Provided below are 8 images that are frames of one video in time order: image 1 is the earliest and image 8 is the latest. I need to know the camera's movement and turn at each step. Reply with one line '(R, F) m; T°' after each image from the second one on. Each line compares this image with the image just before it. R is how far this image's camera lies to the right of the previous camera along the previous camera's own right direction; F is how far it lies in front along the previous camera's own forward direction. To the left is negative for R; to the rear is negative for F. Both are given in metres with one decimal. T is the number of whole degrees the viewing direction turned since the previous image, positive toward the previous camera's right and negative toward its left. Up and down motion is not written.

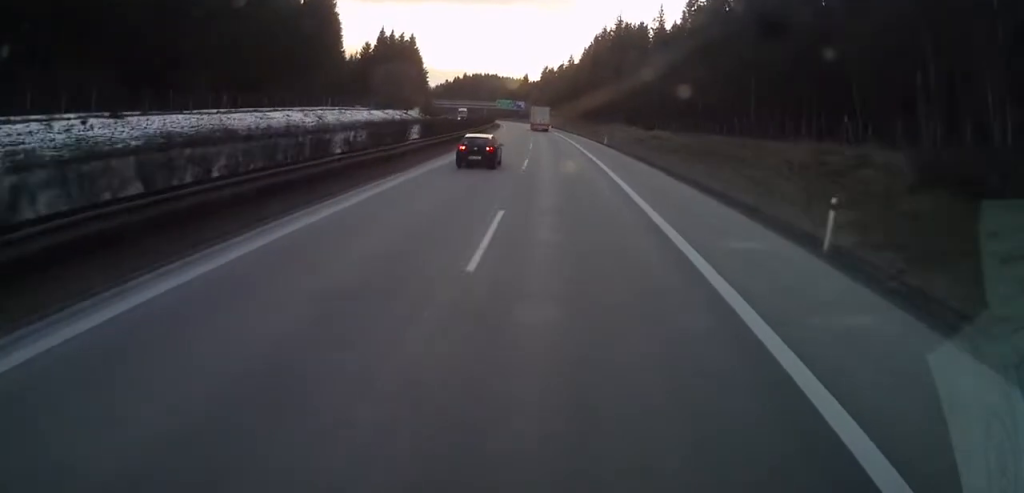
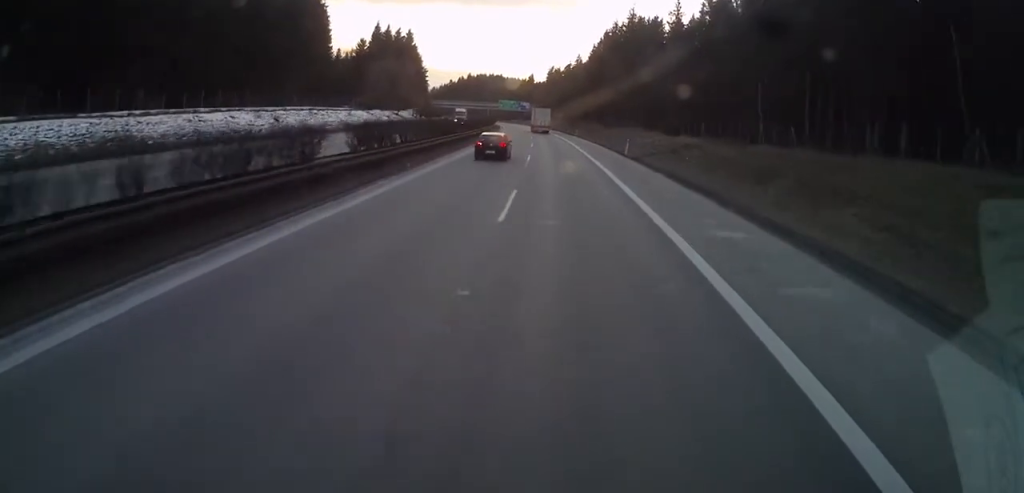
(-0.1, +13.3) m; -1°
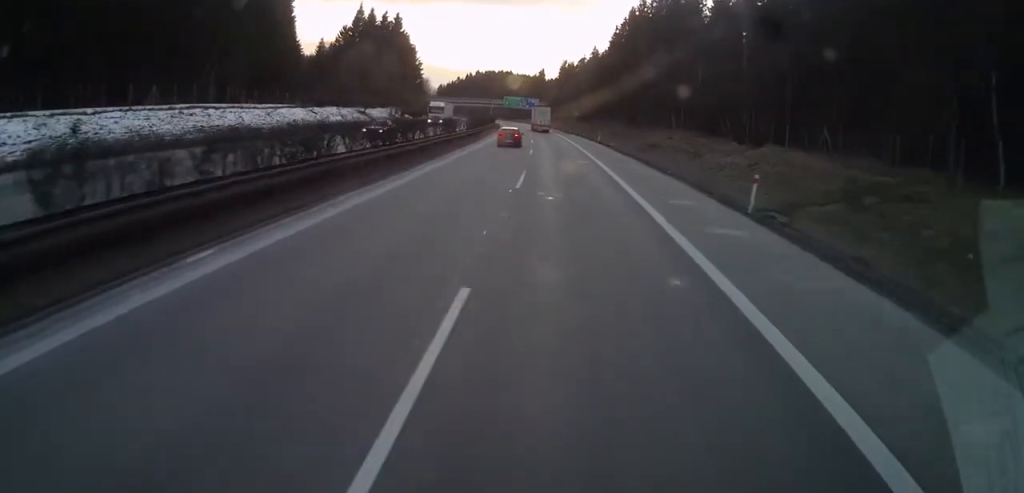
(-0.5, +29.8) m; -2°
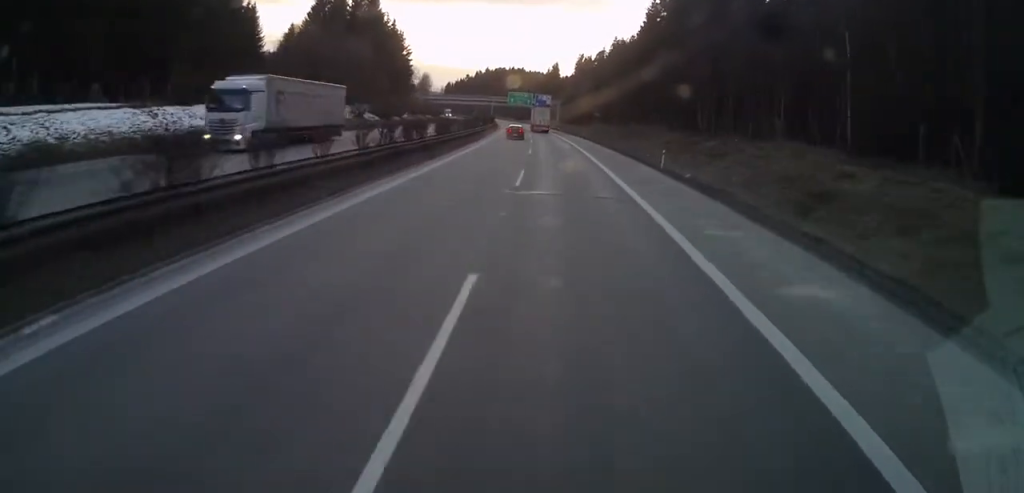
(-0.5, +35.4) m; -2°
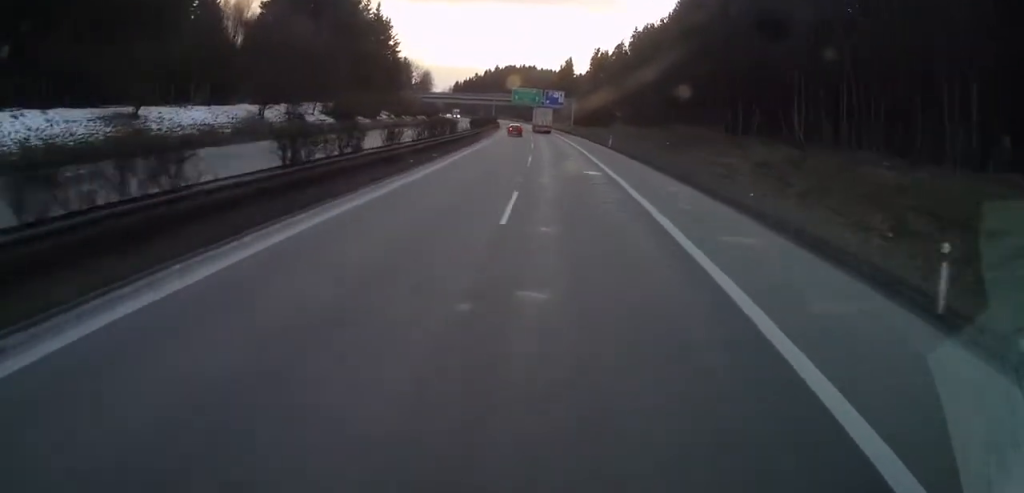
(-0.5, +26.2) m; -1°
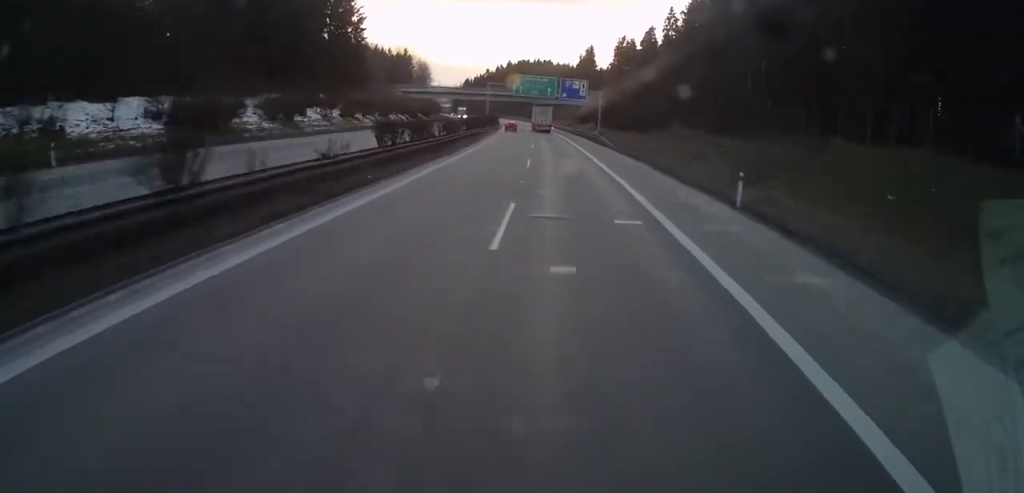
(-0.1, +38.9) m; 0°
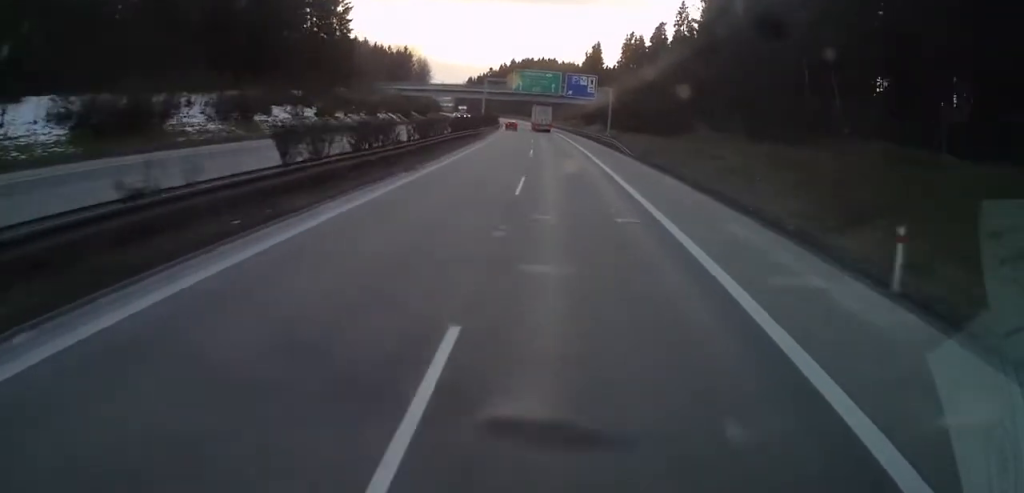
(0.0, +10.3) m; -1°
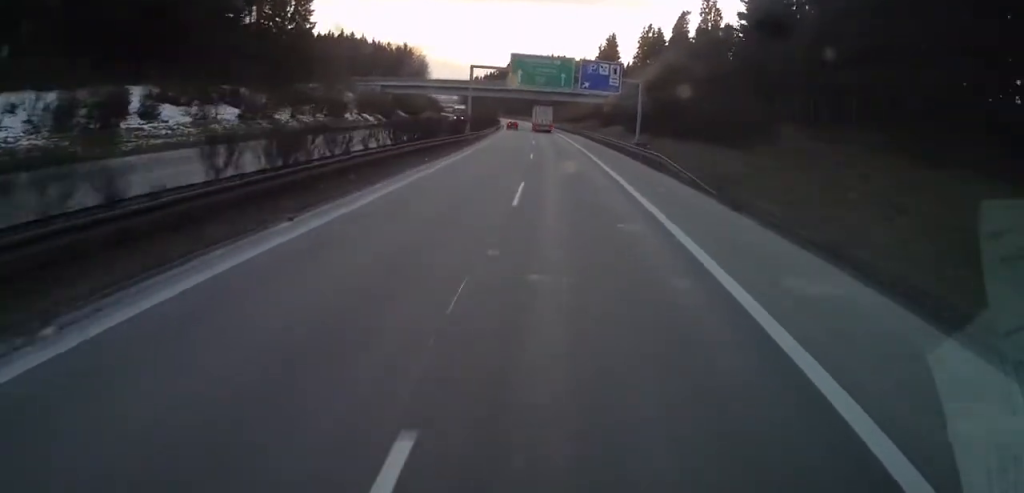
(-0.1, +20.5) m; -1°
